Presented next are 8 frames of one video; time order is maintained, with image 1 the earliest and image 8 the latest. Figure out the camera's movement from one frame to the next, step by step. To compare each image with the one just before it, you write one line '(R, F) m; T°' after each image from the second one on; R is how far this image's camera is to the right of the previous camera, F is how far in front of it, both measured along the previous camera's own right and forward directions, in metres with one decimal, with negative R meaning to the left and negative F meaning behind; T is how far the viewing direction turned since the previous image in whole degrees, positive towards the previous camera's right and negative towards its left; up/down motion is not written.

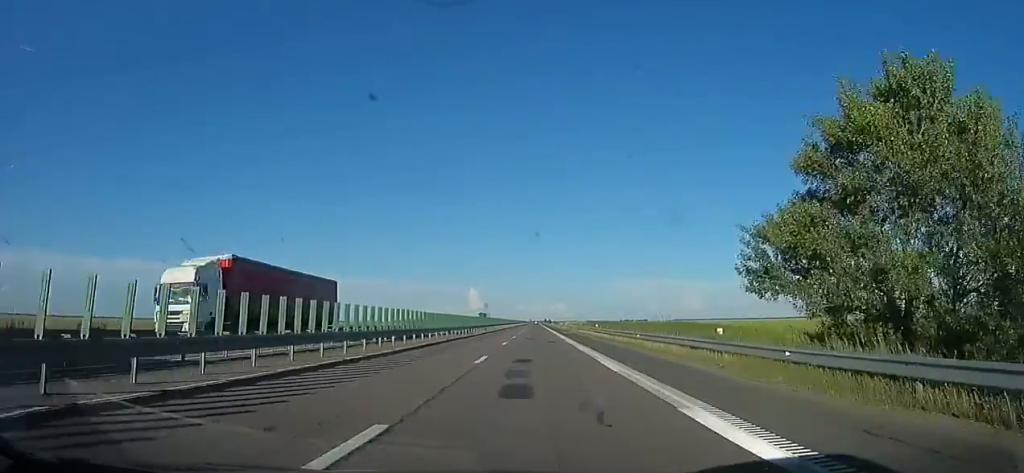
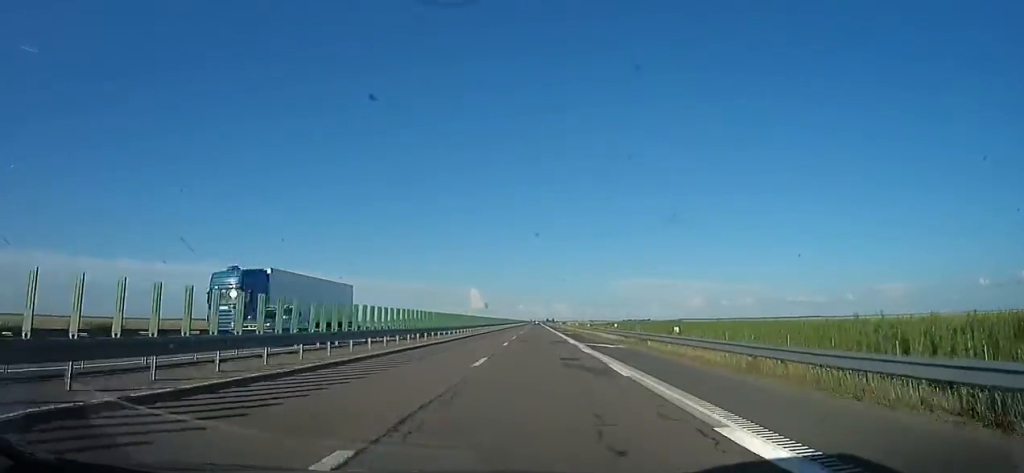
(-0.1, +73.5) m; 0°
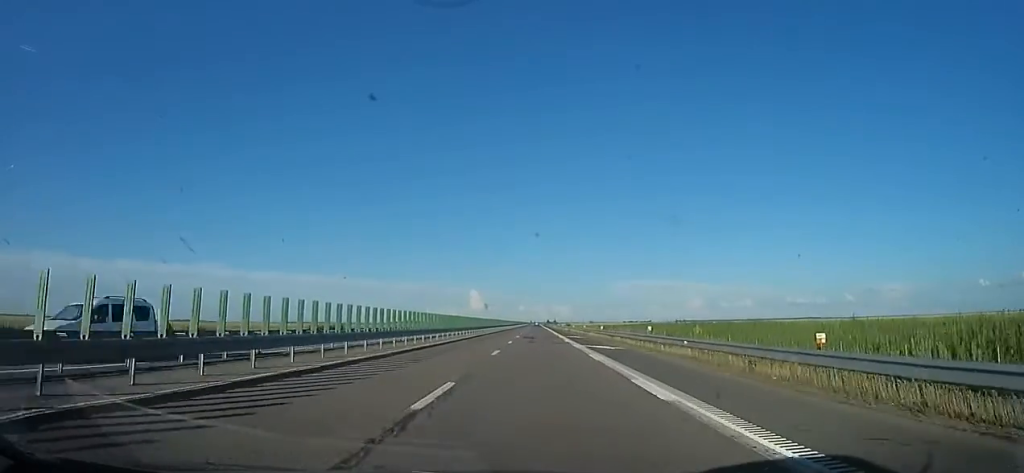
(0.0, +30.7) m; -2°
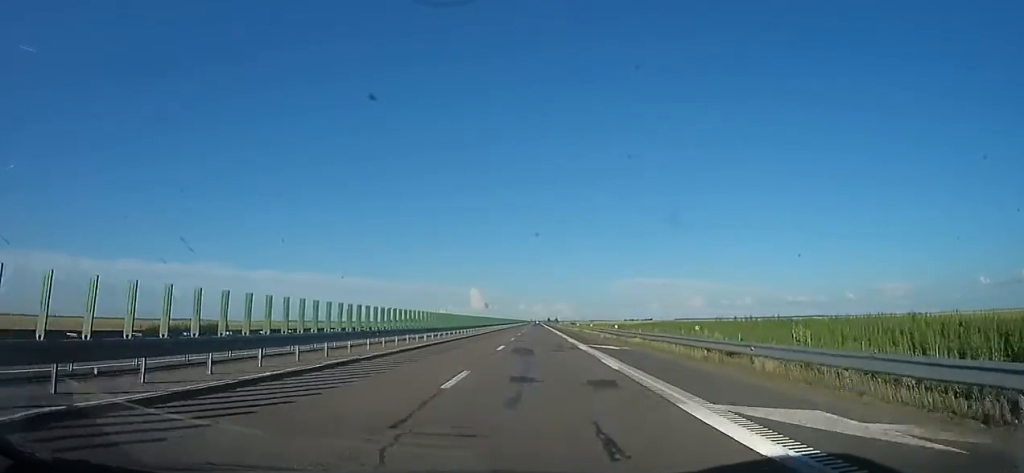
(-0.6, +21.8) m; -1°
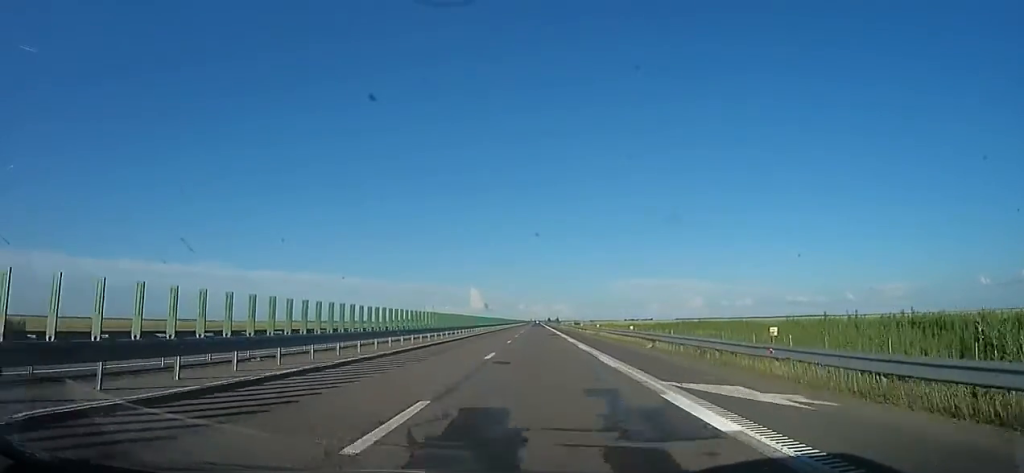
(-0.8, +17.0) m; 0°
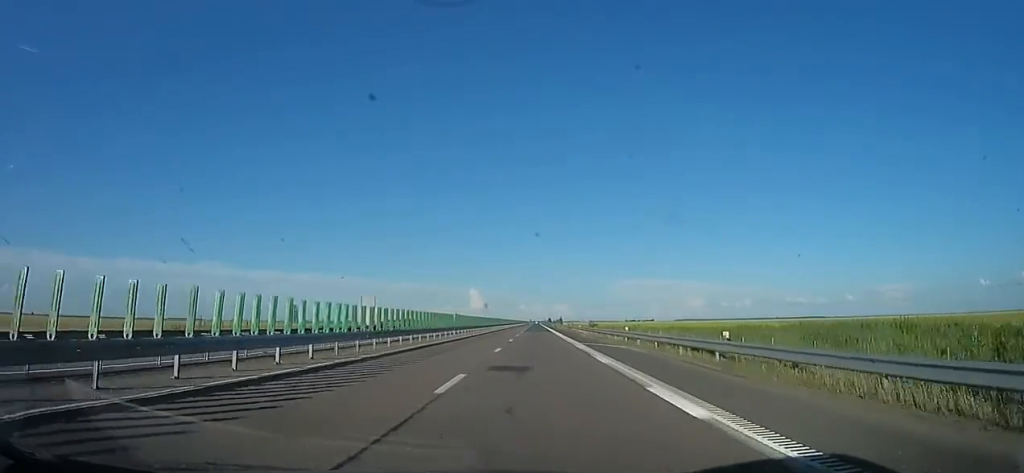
(+1.8, +44.1) m; +3°
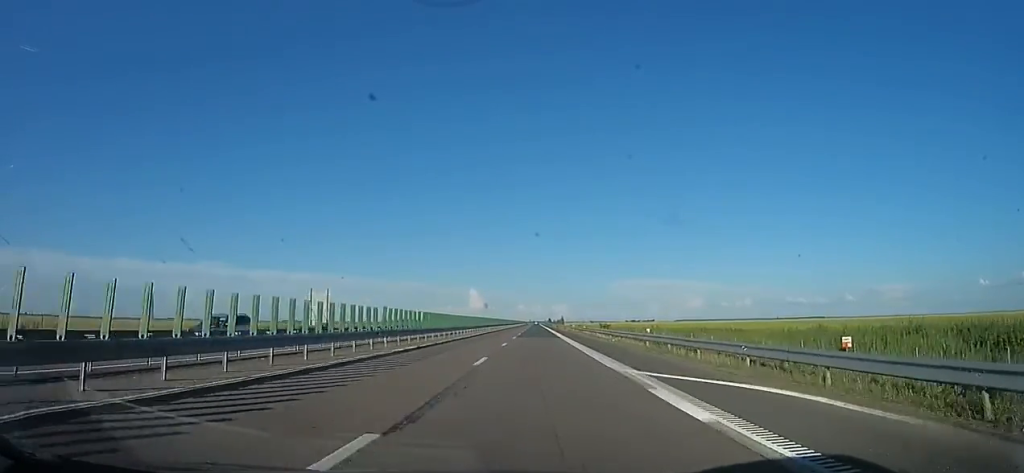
(0.0, +18.2) m; 0°
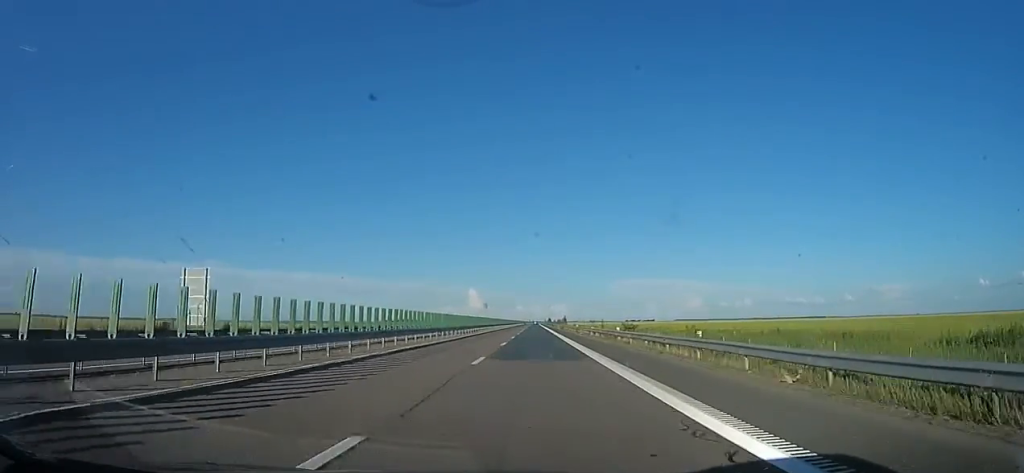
(-0.1, +24.0) m; 0°
